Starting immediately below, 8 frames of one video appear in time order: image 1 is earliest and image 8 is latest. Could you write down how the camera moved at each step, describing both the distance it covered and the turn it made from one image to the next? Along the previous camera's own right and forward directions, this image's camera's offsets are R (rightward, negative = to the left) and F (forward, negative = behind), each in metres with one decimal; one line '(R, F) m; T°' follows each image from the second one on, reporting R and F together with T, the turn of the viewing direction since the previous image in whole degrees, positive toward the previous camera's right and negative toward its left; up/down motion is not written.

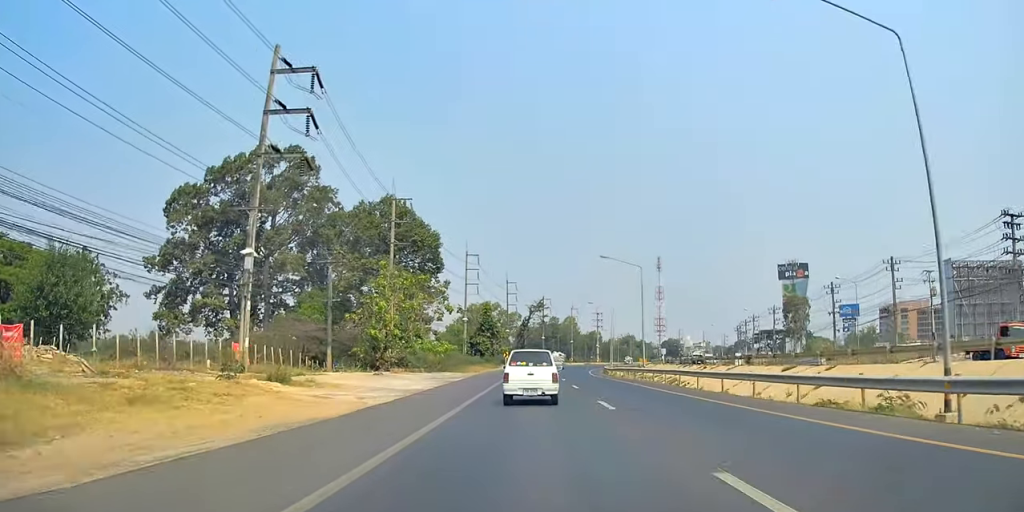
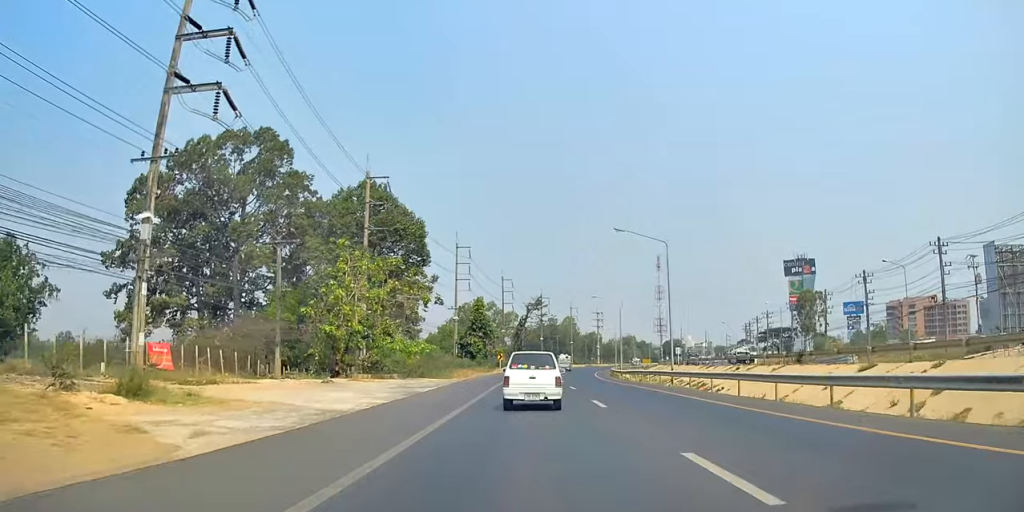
(-0.6, +11.2) m; 0°
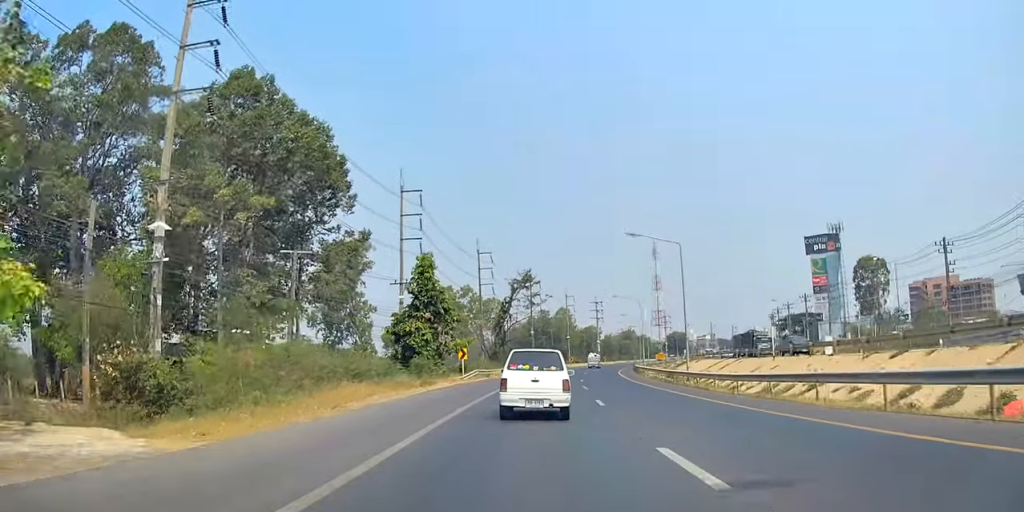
(+1.6, +35.5) m; 0°
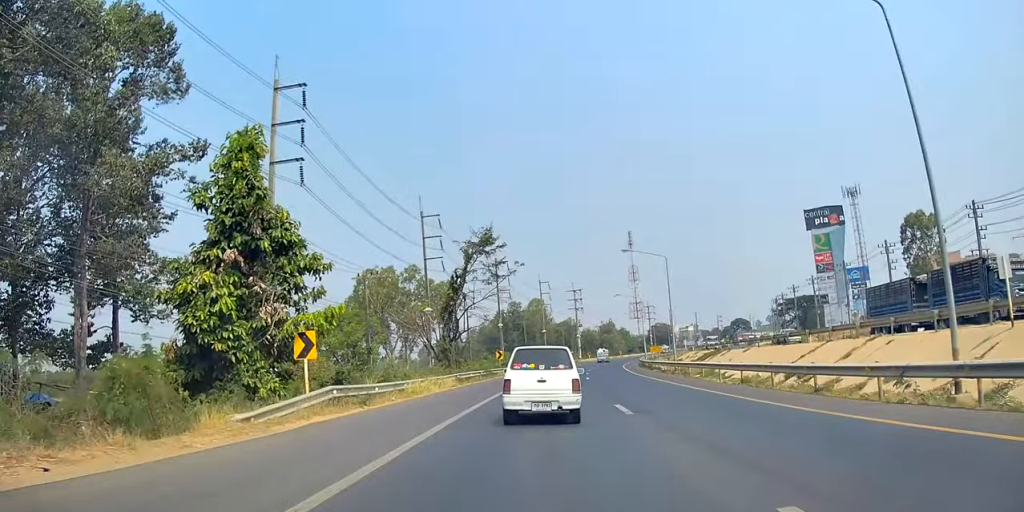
(-0.3, +29.4) m; +2°
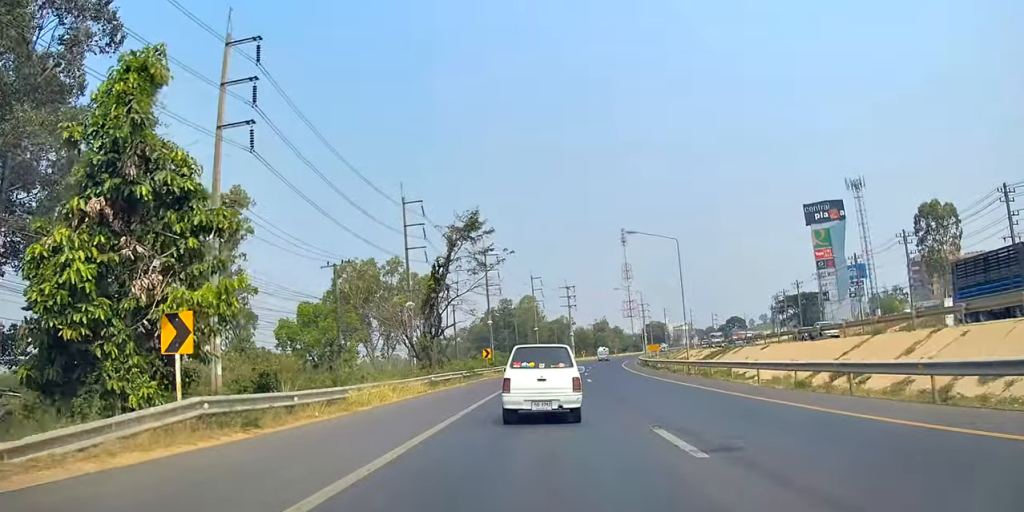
(+0.1, +6.7) m; +1°
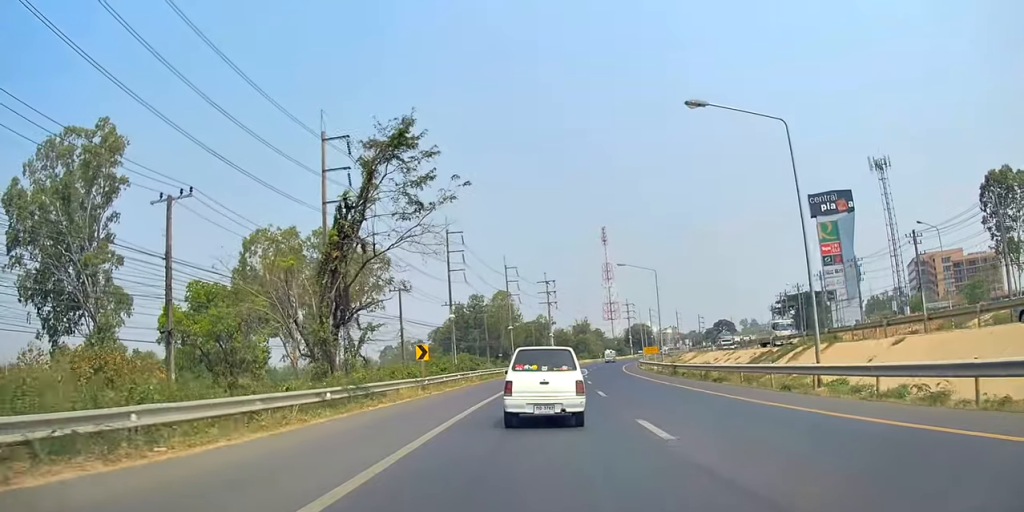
(+0.6, +21.6) m; +4°
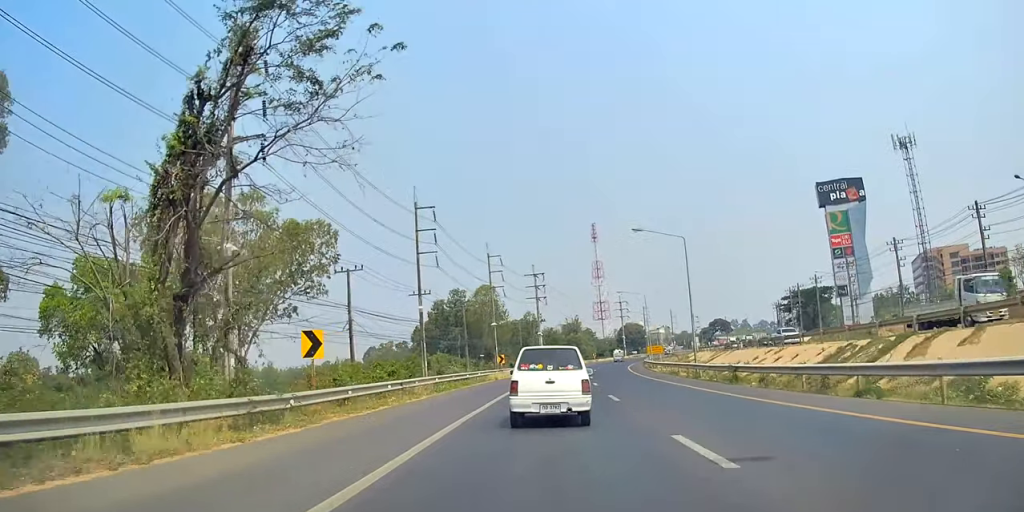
(+0.4, +15.1) m; +2°
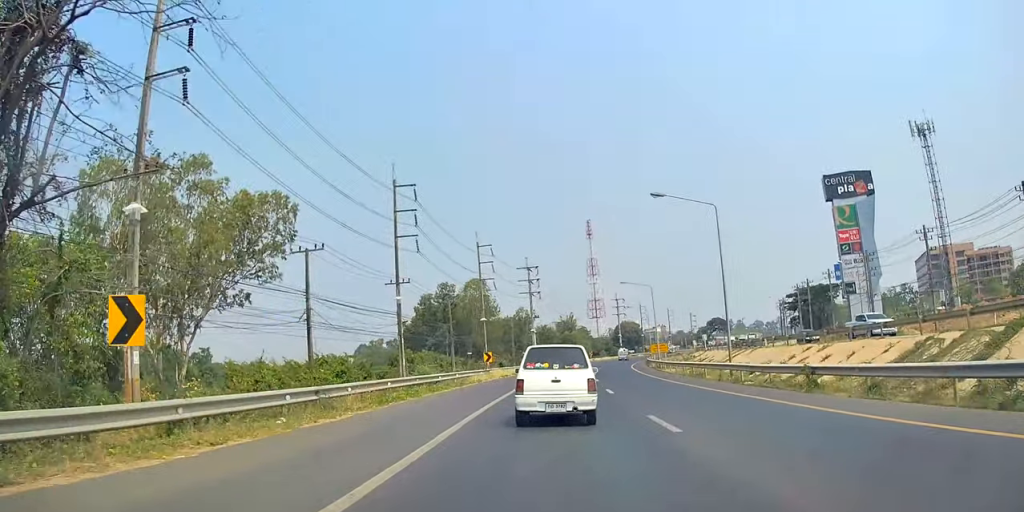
(0.0, +8.4) m; 0°
